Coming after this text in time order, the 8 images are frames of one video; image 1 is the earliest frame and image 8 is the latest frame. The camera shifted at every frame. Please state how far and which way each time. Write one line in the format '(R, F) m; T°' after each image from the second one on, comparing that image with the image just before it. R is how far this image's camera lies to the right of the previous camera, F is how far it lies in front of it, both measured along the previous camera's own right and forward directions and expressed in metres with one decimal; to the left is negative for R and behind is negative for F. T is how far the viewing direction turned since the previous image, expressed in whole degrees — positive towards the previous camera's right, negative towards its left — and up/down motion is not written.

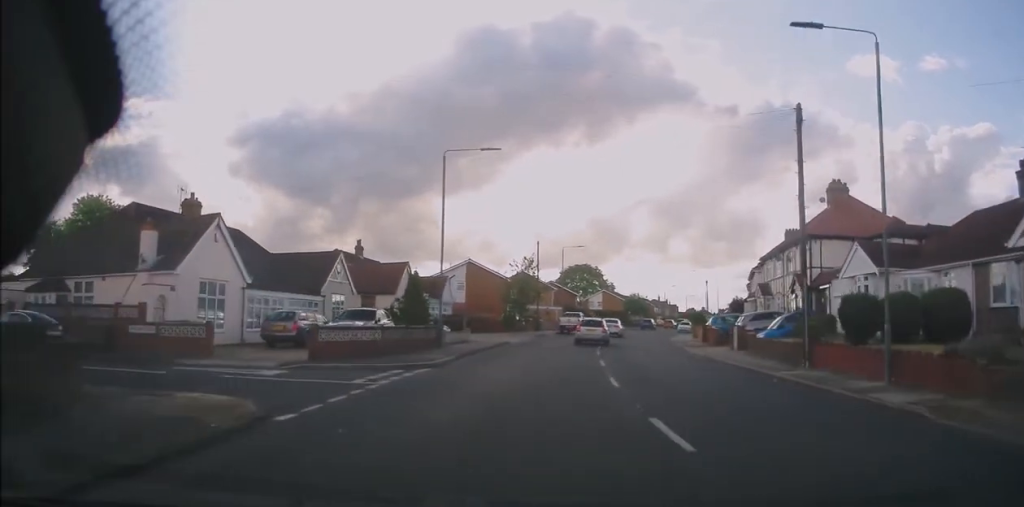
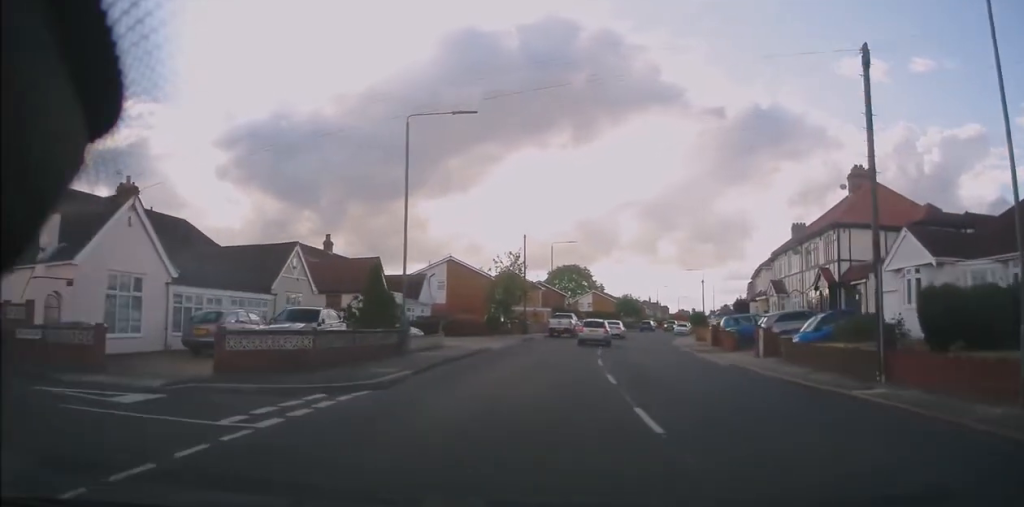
(0.0, +5.0) m; +1°
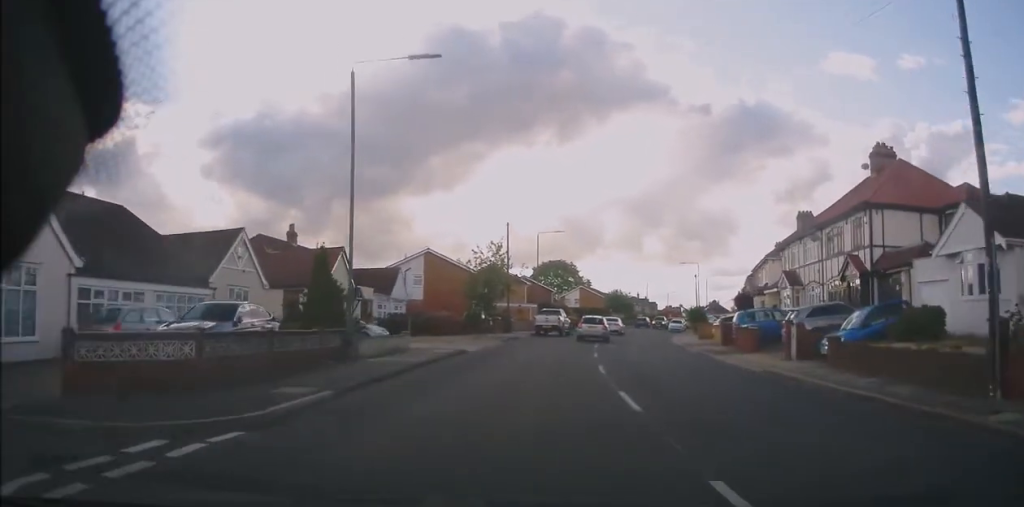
(+0.4, +4.5) m; +2°
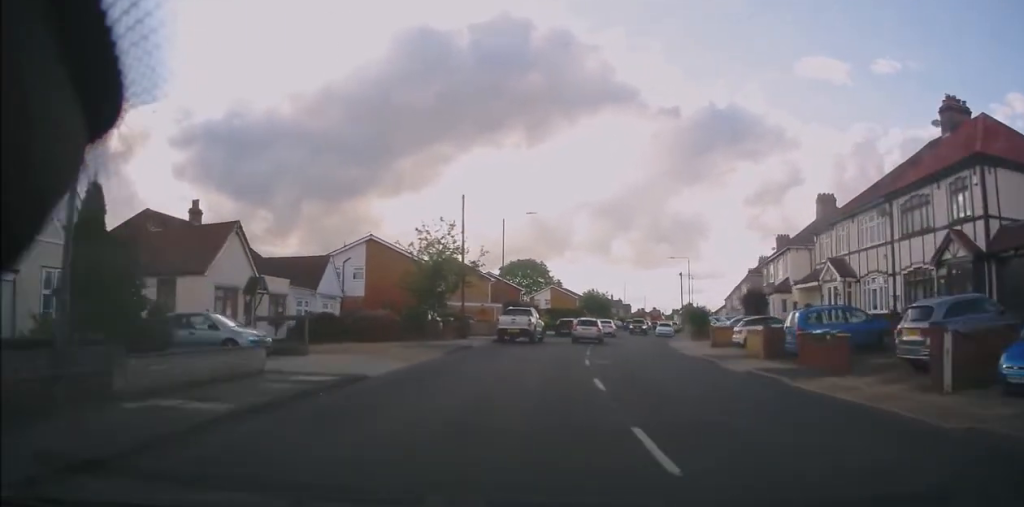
(0.0, +9.6) m; +2°
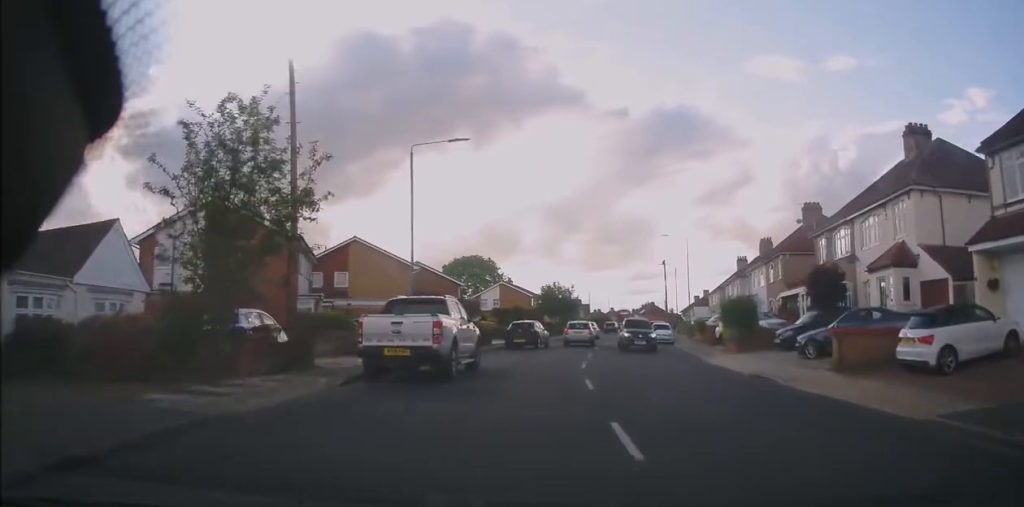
(+1.1, +17.8) m; +6°
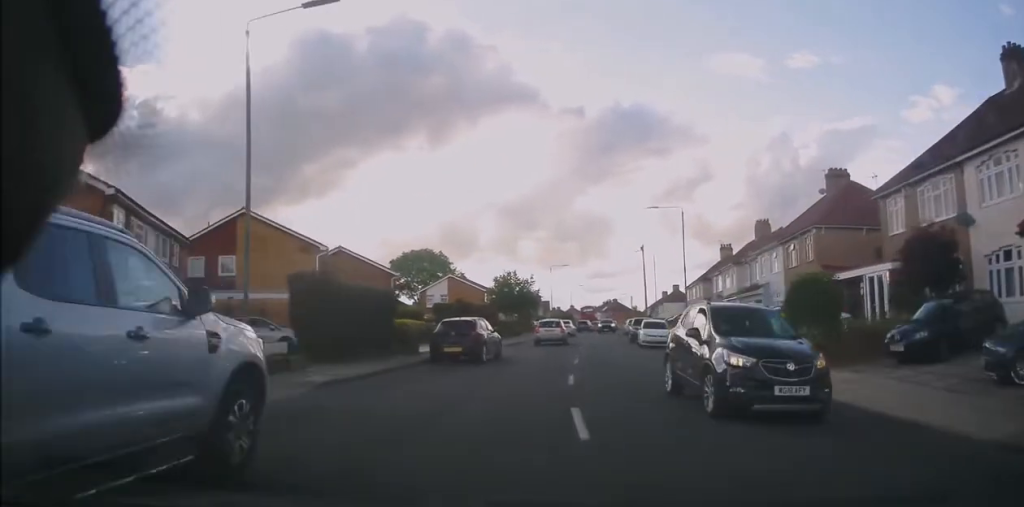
(+0.2, +11.2) m; +2°
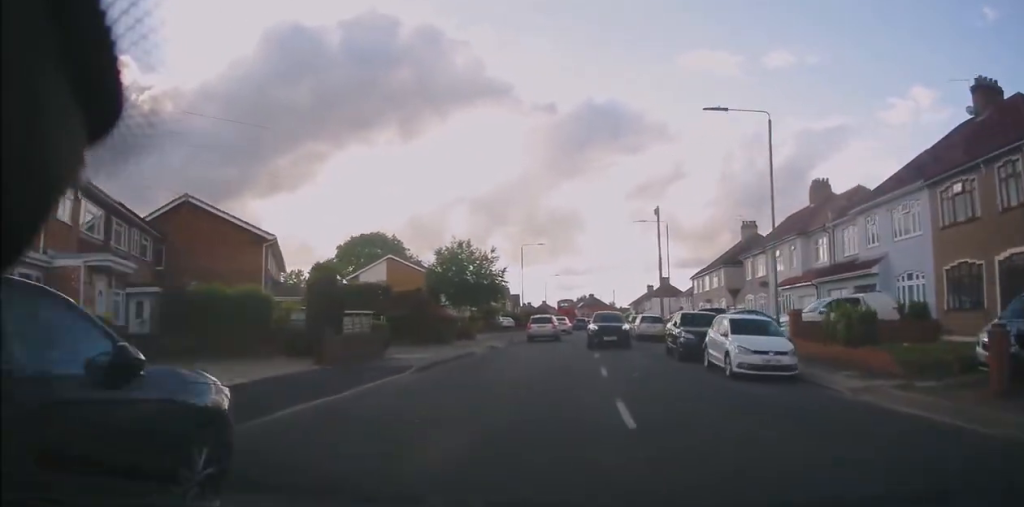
(+0.6, +17.8) m; +4°
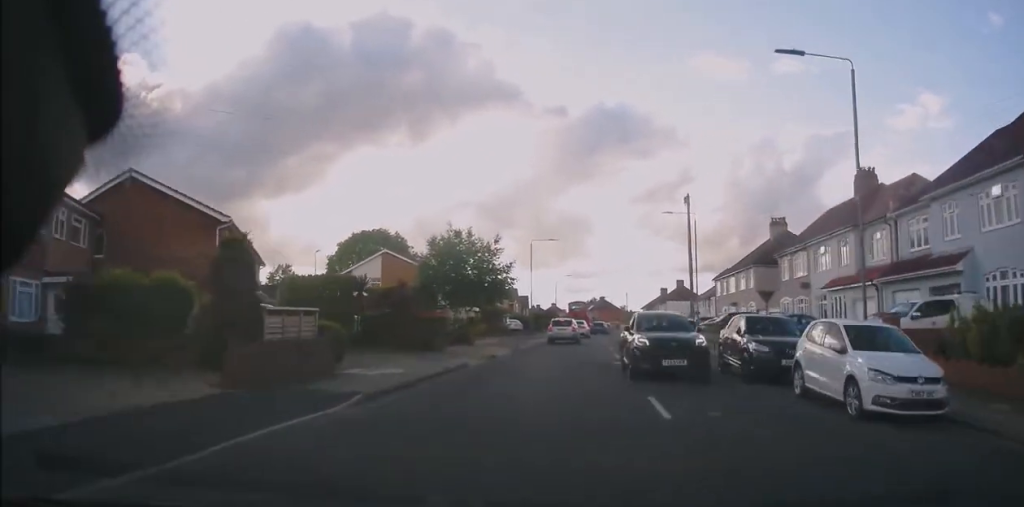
(+0.1, +5.5) m; +1°
